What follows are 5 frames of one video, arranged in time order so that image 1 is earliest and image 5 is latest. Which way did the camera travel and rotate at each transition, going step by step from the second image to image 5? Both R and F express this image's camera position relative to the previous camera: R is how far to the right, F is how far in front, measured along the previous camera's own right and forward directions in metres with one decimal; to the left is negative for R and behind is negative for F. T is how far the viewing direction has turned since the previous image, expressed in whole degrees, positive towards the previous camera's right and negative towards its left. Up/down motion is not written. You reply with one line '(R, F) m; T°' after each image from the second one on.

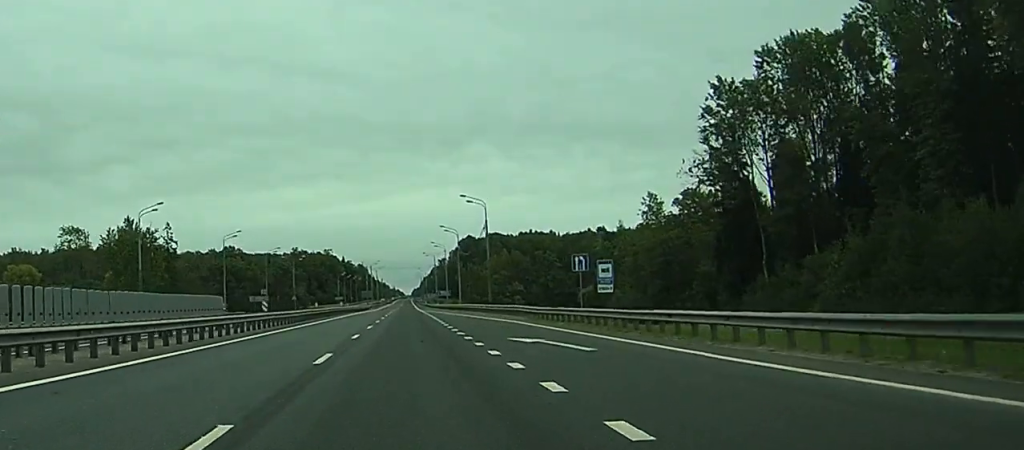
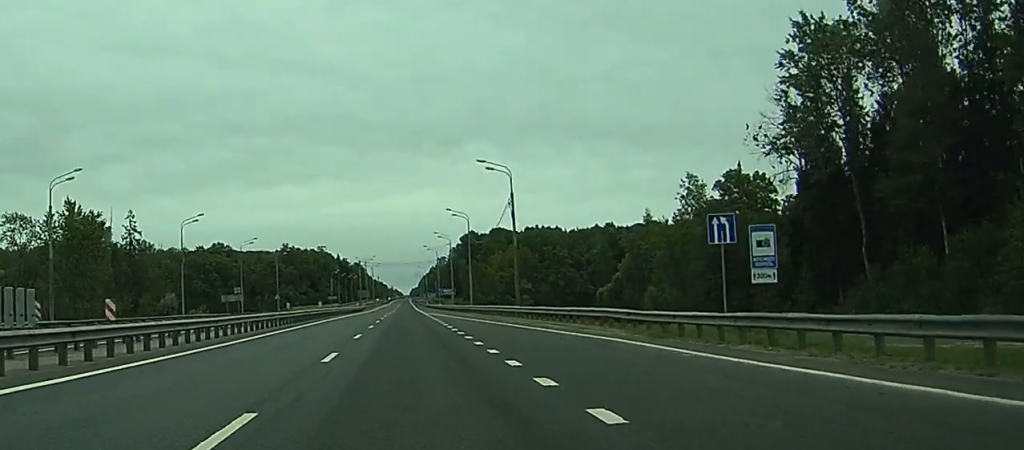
(0.0, +22.9) m; 0°
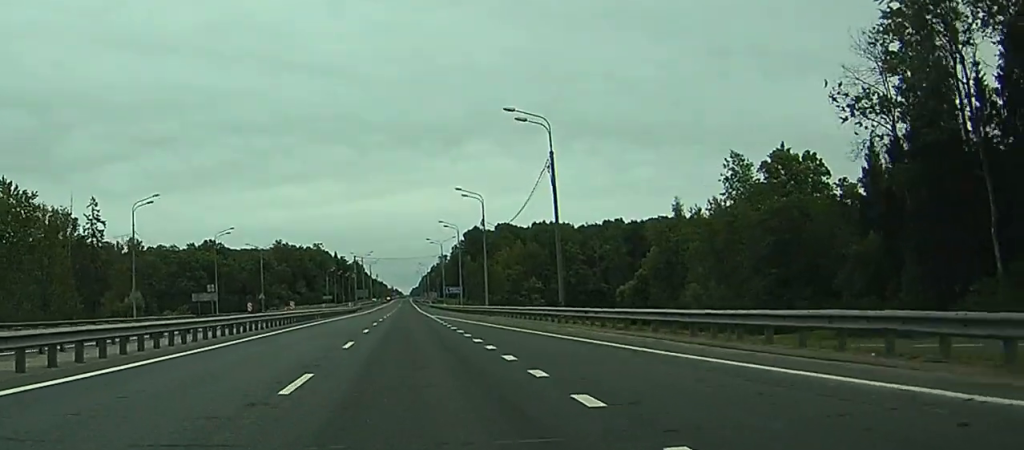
(0.0, +18.6) m; 0°
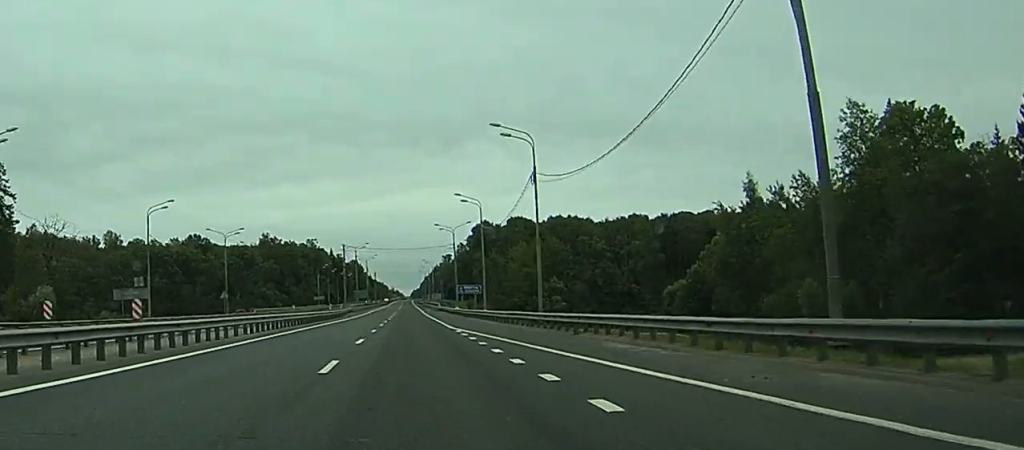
(0.0, +32.2) m; 0°
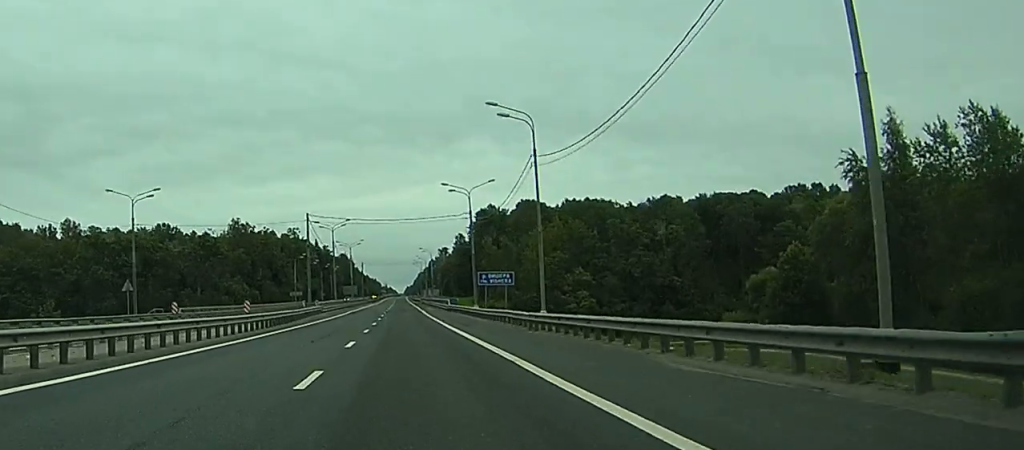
(+0.2, +38.9) m; 0°
